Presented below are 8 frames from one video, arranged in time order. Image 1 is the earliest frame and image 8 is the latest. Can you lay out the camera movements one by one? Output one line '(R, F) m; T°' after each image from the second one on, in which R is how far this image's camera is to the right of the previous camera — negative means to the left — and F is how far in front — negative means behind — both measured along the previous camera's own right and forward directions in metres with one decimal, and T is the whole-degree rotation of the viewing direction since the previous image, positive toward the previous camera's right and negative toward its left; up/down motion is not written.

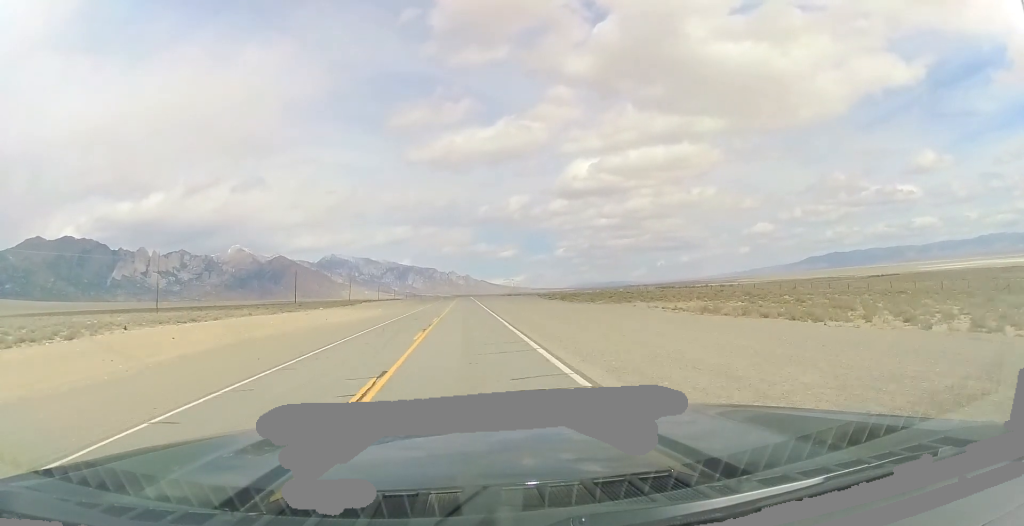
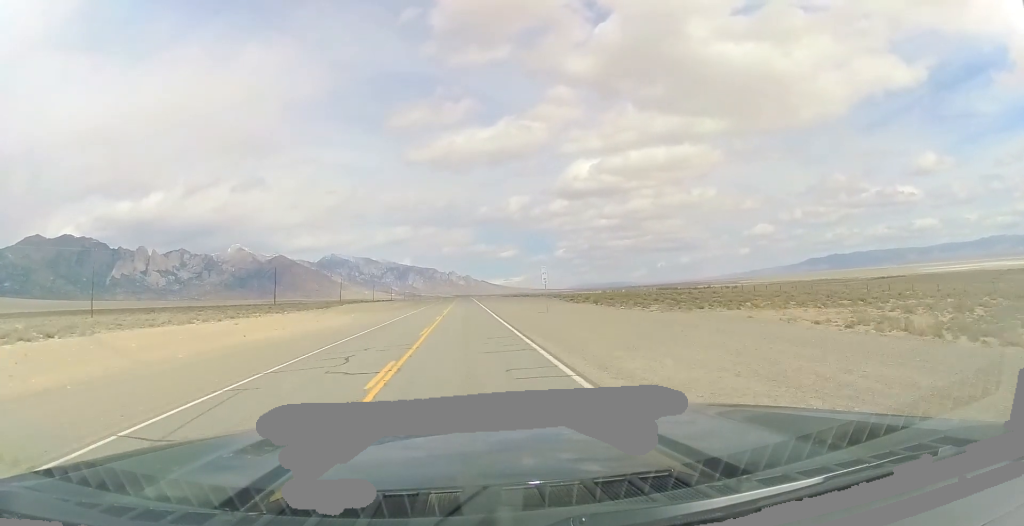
(+0.3, +21.8) m; 0°
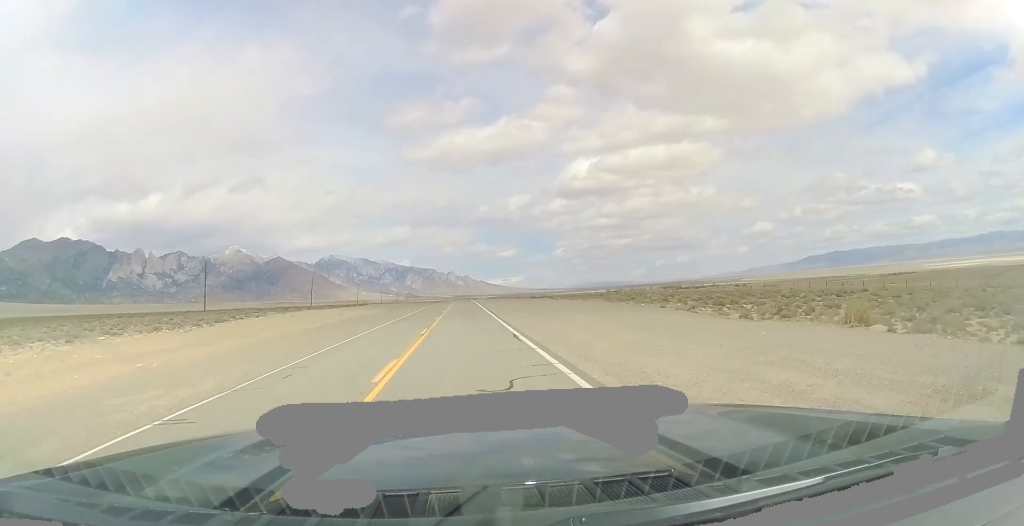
(+0.2, +48.3) m; -1°
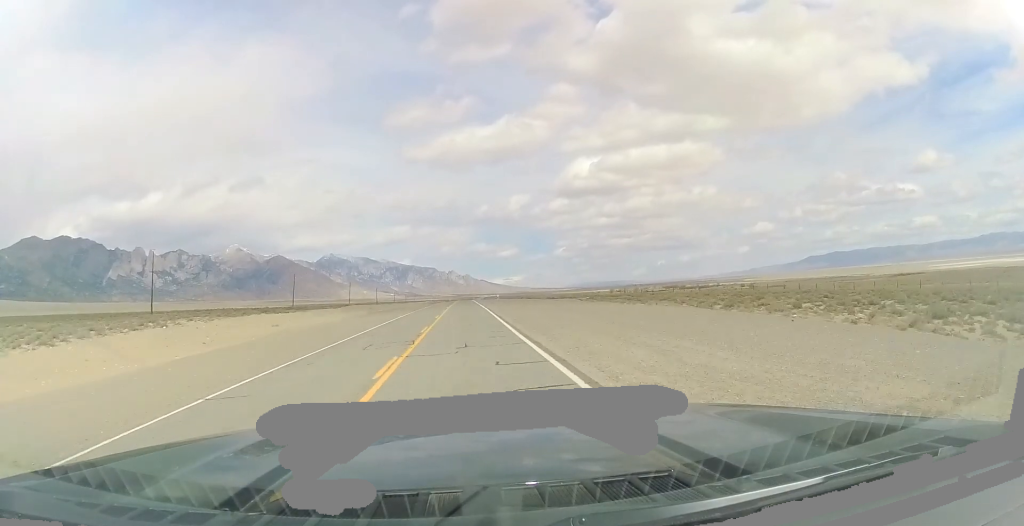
(-0.3, +24.0) m; 0°
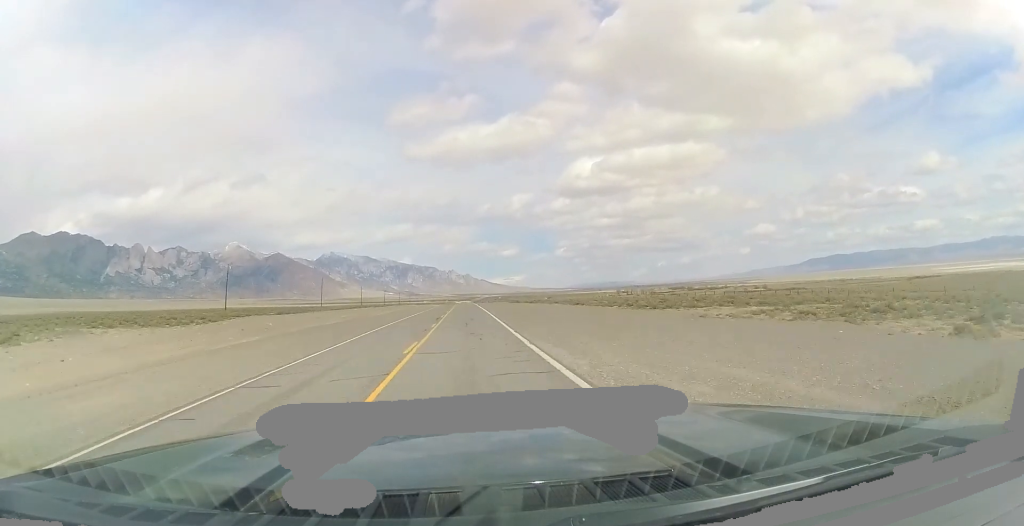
(+0.3, +55.9) m; +1°
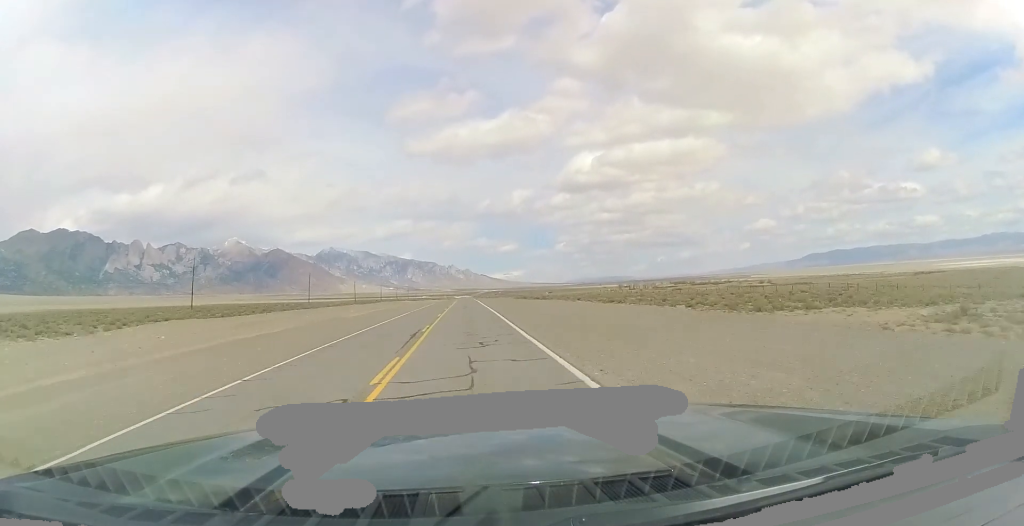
(0.0, +18.3) m; 0°
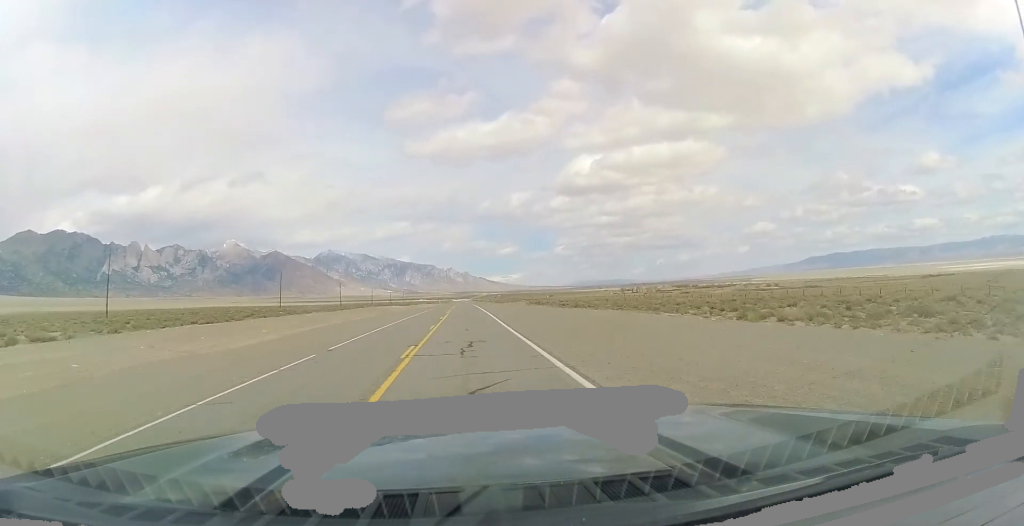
(0.0, +32.0) m; 0°
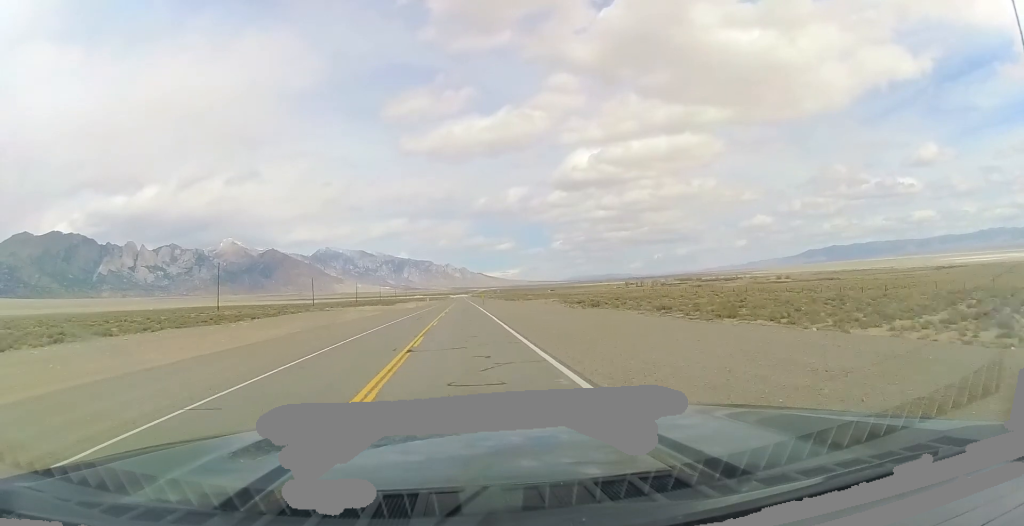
(0.0, +45.8) m; 0°
